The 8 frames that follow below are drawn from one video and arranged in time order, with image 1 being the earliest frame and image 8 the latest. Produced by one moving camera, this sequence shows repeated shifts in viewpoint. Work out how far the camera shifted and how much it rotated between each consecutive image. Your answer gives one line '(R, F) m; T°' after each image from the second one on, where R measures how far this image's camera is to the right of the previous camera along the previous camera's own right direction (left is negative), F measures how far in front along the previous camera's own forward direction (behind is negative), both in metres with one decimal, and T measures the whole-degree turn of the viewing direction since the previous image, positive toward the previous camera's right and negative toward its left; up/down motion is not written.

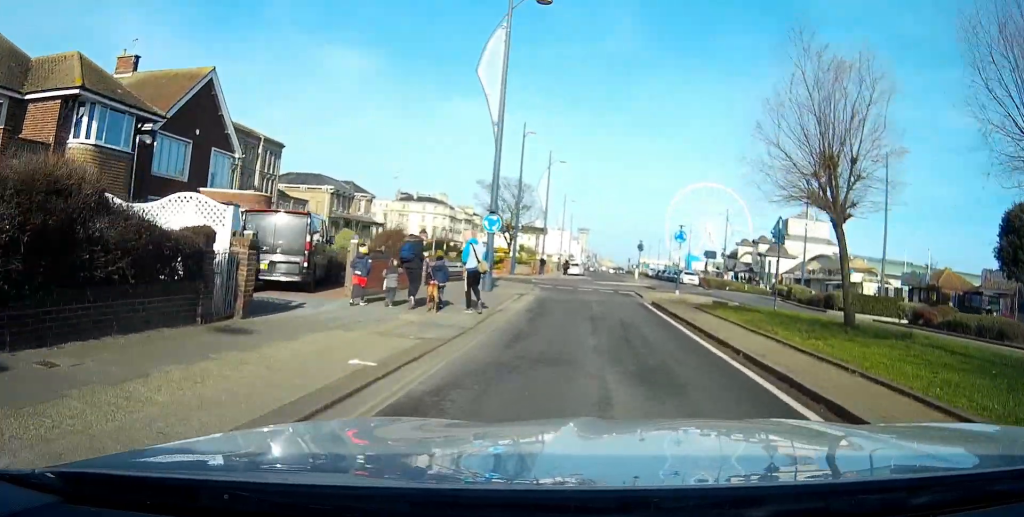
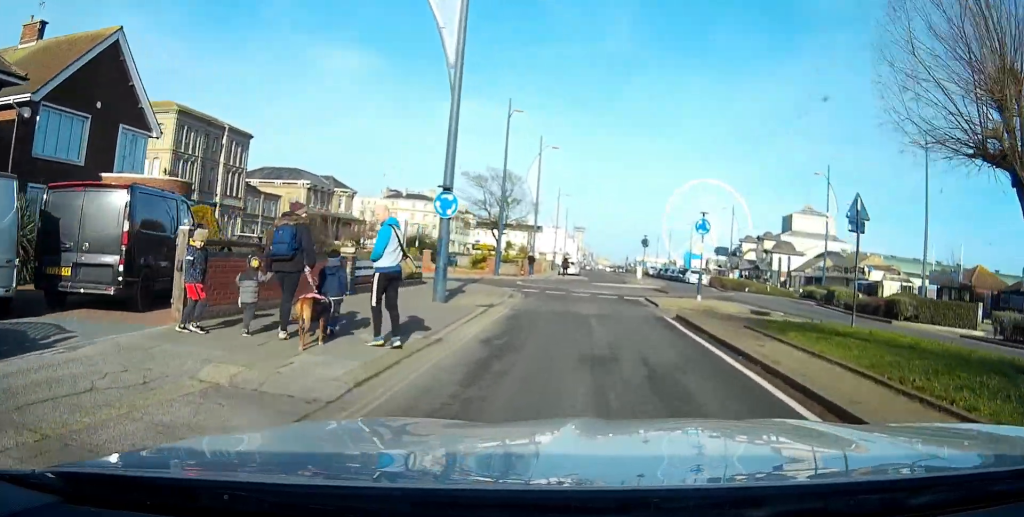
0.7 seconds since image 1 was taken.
(0.0, +7.3) m; +1°
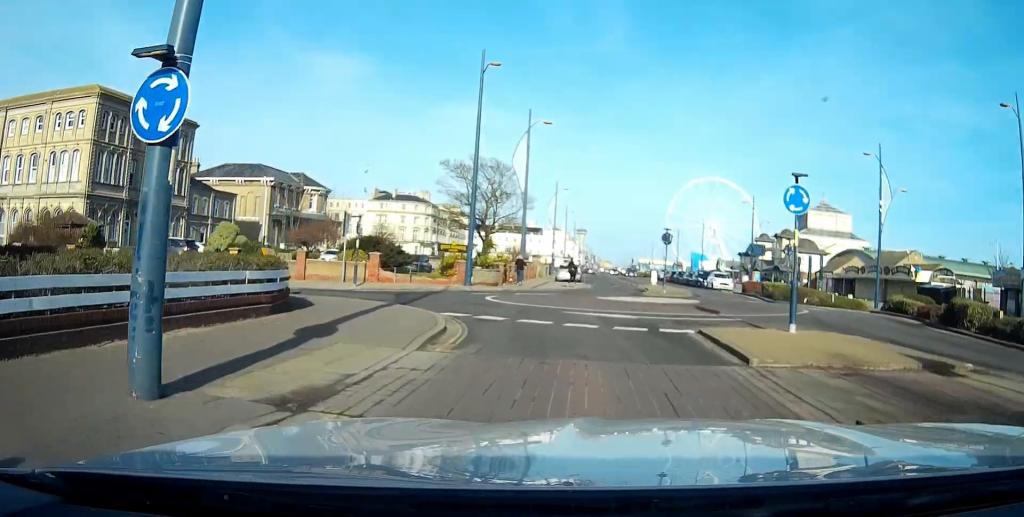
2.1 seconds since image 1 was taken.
(+0.1, +12.3) m; 0°
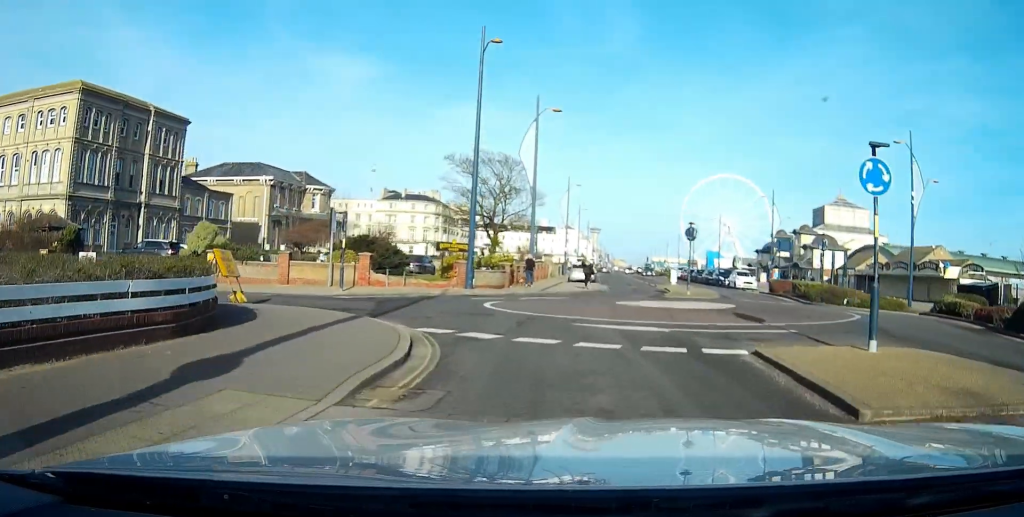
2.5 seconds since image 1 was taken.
(0.0, +3.8) m; -1°
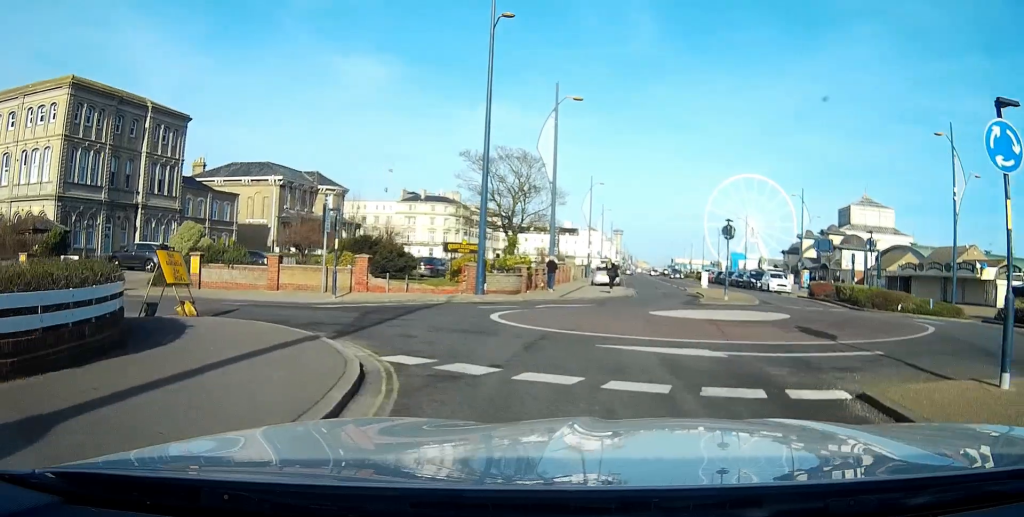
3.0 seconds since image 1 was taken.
(+0.1, +3.8) m; -1°
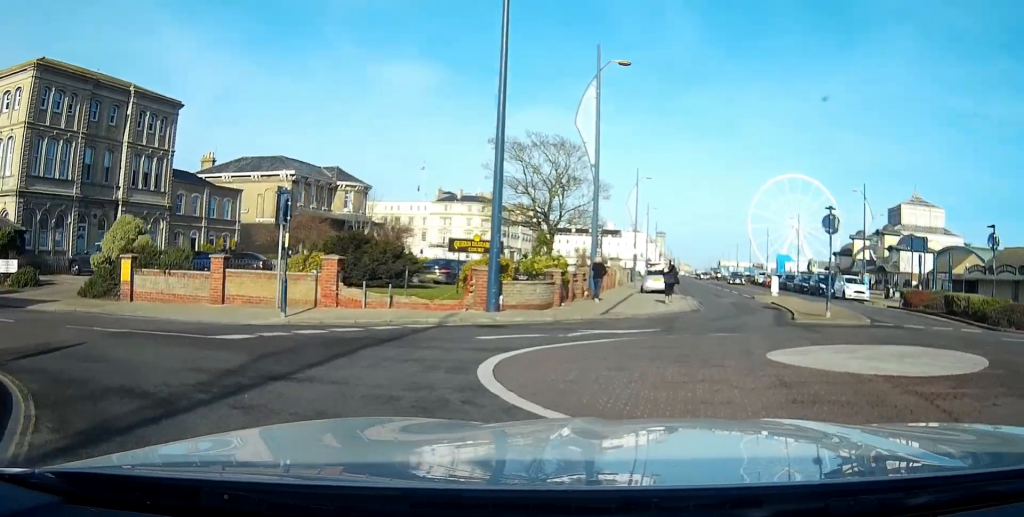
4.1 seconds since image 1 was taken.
(-0.4, +8.4) m; -2°
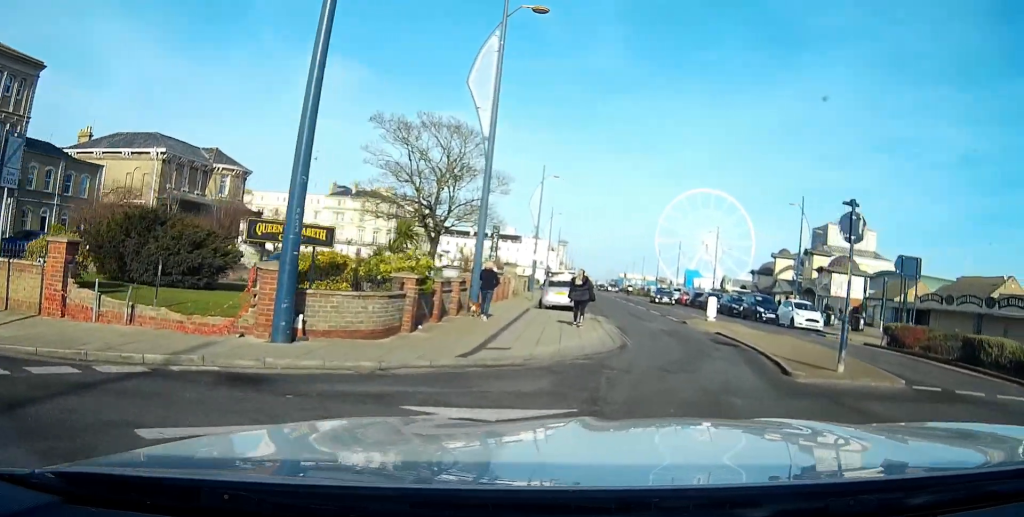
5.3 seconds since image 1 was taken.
(+0.2, +8.6) m; +5°
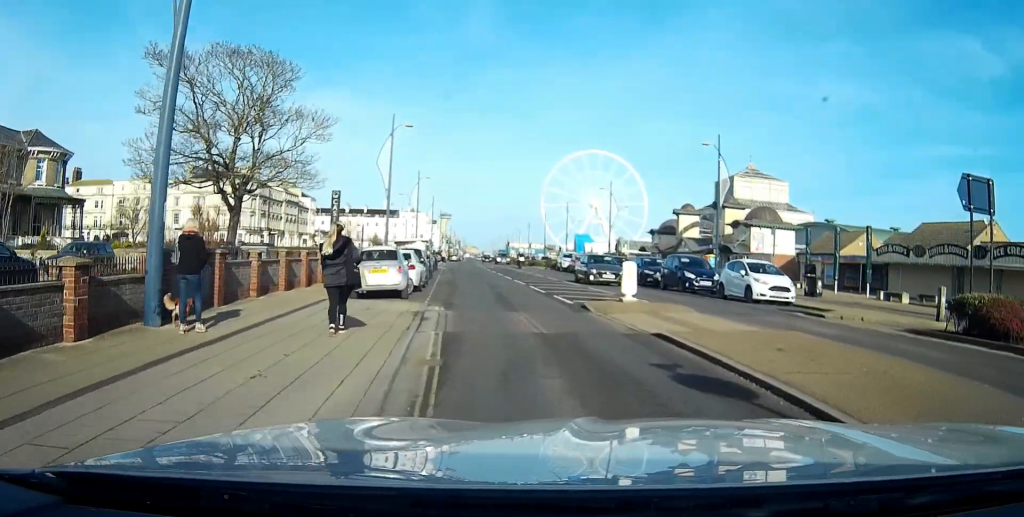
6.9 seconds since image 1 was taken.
(+1.3, +12.2) m; +8°
